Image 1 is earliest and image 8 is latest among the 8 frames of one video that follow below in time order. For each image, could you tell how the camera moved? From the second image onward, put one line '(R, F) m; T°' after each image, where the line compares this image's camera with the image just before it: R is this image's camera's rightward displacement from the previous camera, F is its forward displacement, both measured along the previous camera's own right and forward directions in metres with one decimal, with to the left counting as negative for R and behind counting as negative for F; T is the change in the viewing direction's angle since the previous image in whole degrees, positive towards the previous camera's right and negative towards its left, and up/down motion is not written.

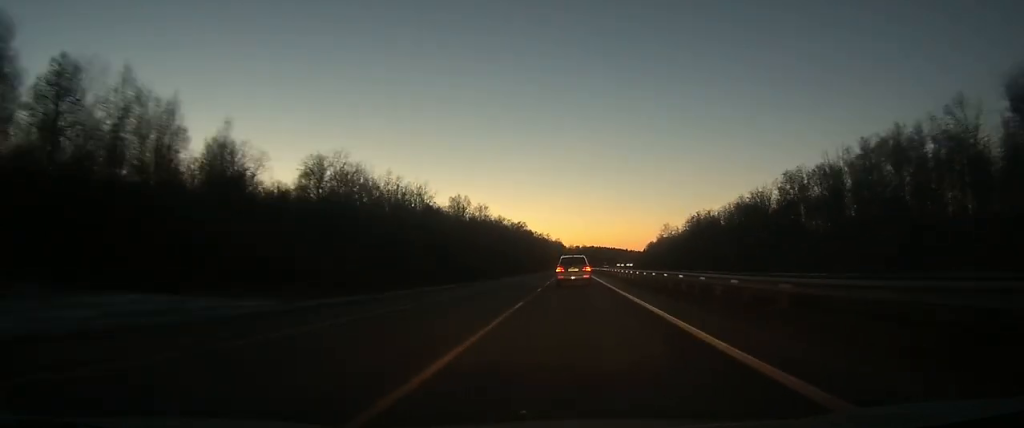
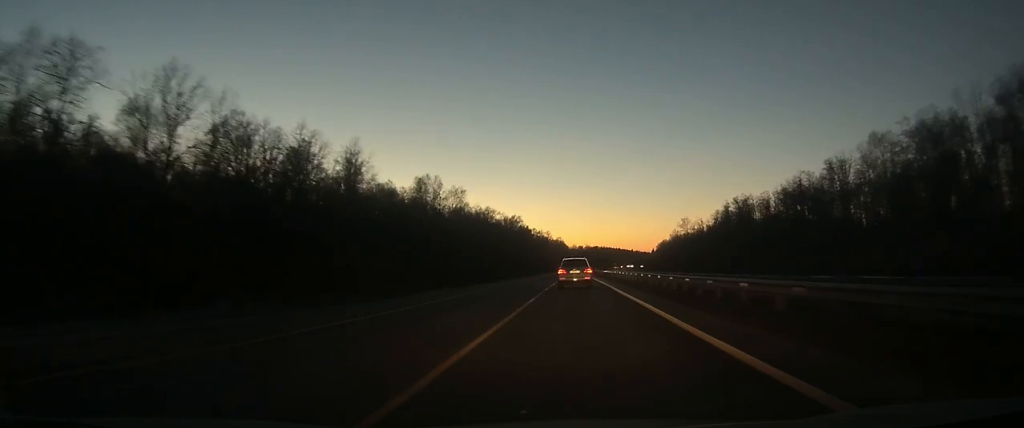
(0.0, +44.2) m; 0°
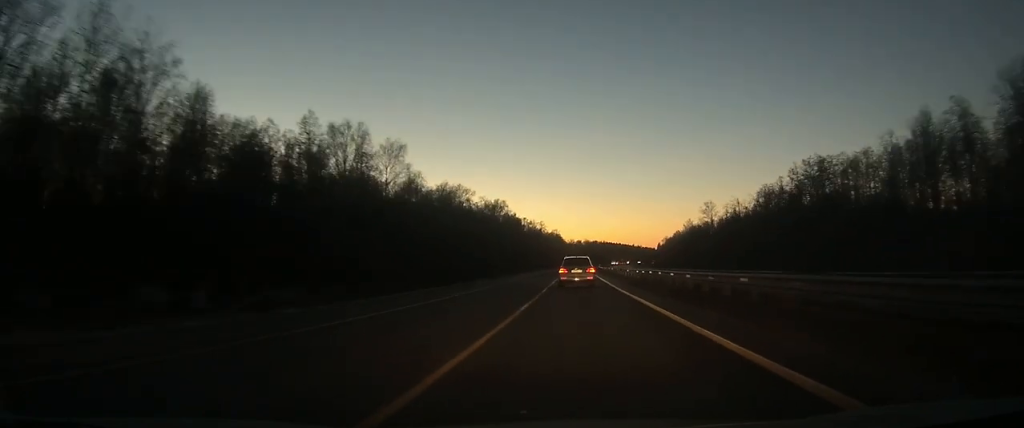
(+0.1, +50.8) m; 0°
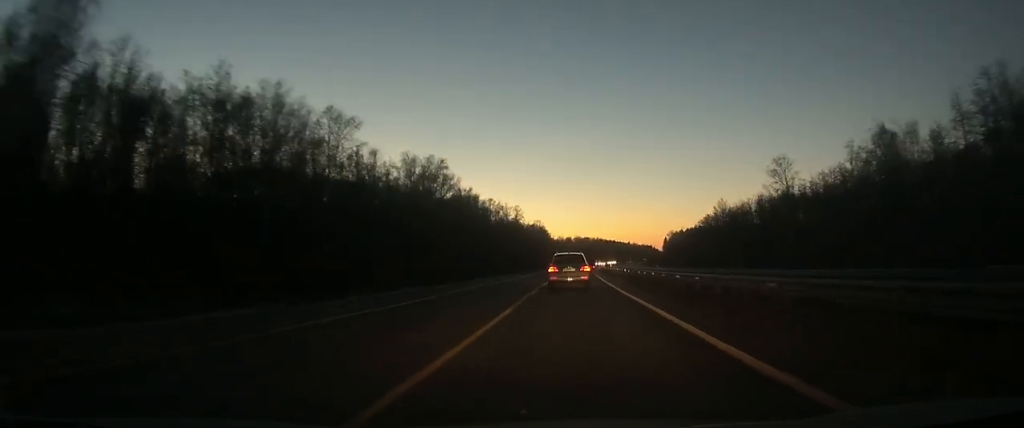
(+0.6, +85.5) m; +1°
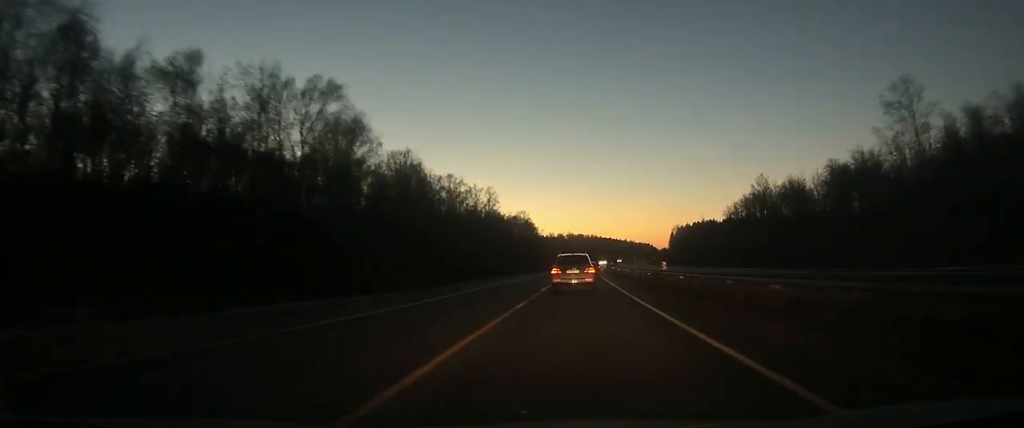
(+0.6, +56.3) m; +1°
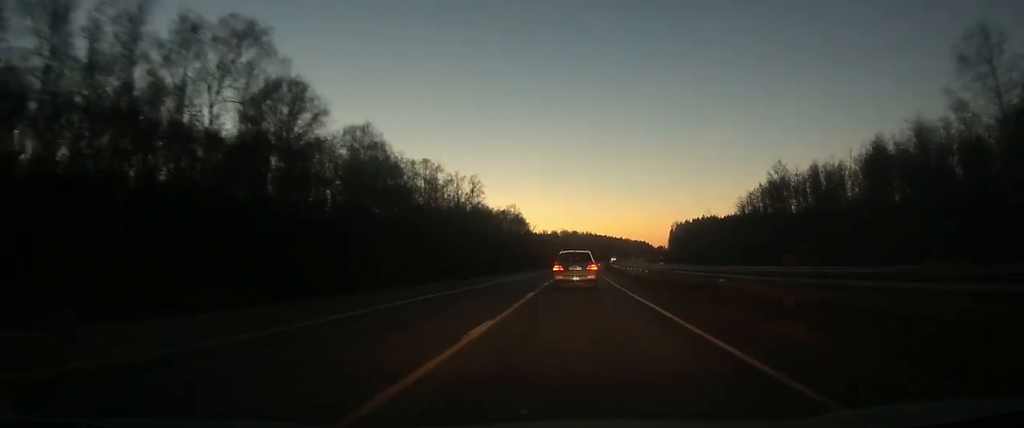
(0.0, +19.1) m; 0°
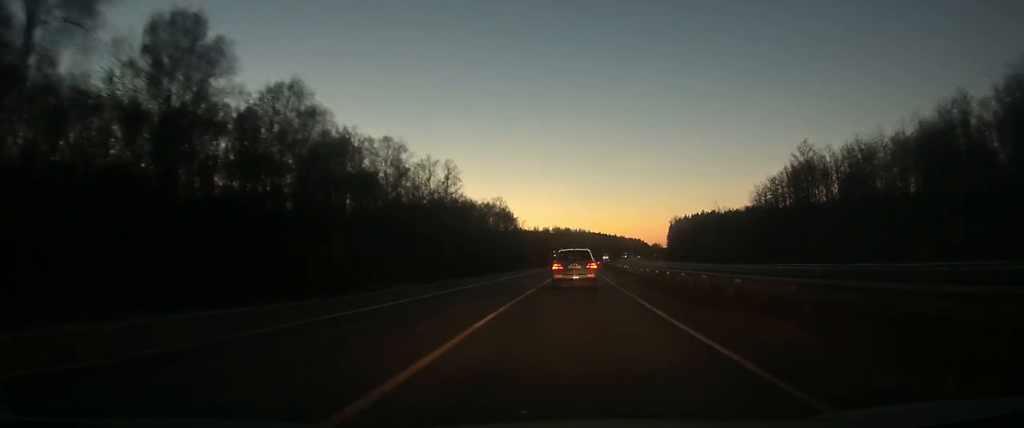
(+0.1, +21.9) m; 0°
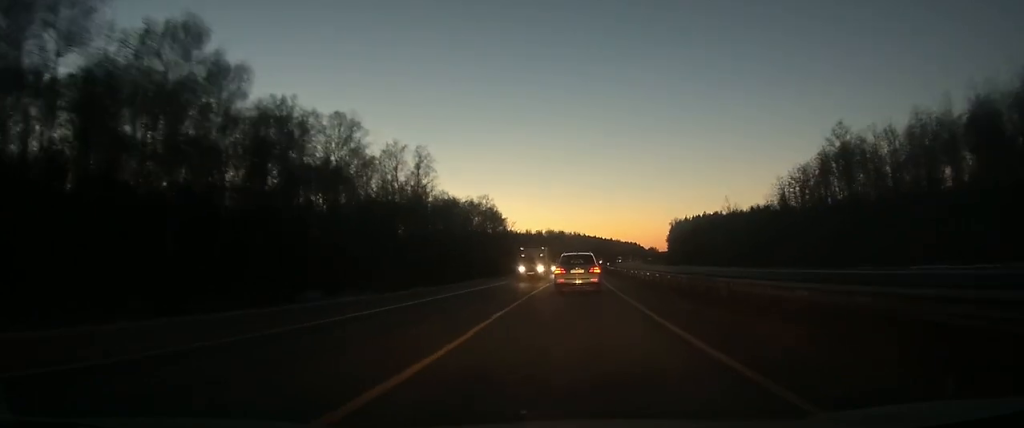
(+0.1, +20.4) m; 0°
